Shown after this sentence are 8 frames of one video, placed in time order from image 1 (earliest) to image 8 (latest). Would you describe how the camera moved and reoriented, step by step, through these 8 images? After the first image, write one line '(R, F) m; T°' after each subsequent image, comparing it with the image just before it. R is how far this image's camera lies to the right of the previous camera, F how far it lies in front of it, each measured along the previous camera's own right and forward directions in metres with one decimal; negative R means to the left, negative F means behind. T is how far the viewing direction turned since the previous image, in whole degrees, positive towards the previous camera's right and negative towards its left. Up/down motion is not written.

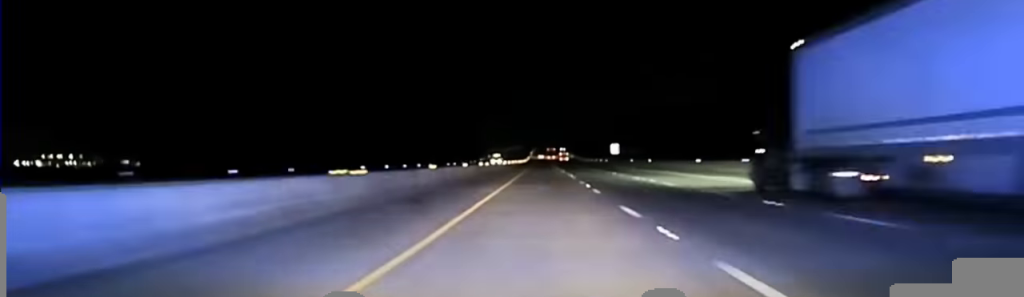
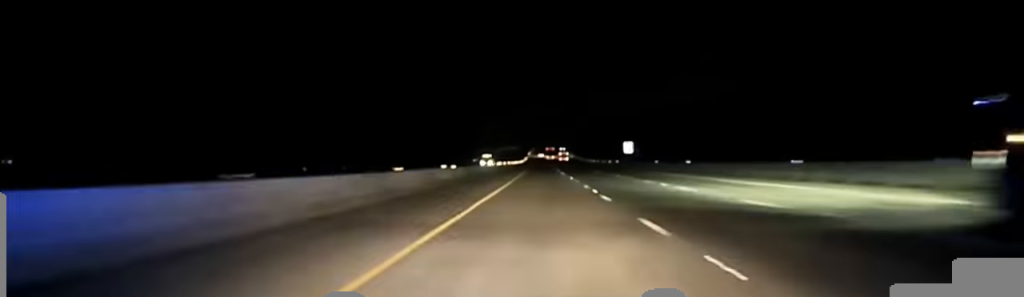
(0.0, +32.5) m; 0°
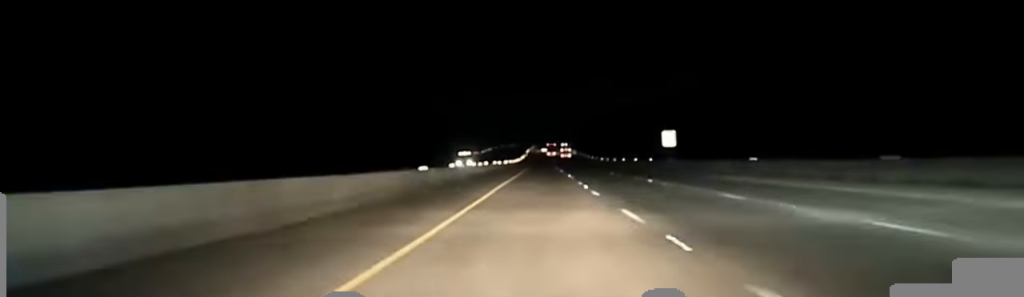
(+0.1, +49.8) m; 0°
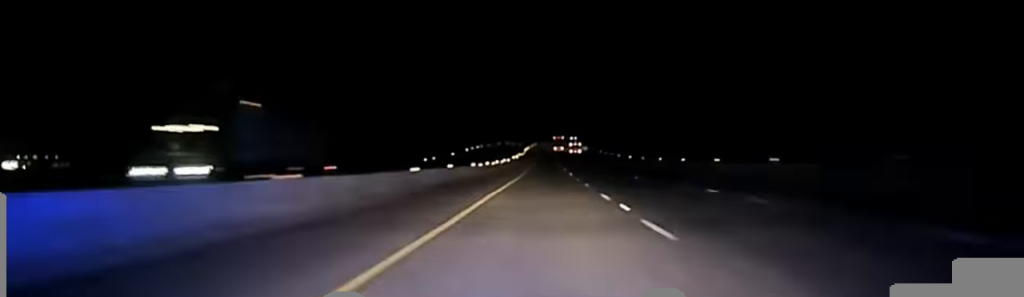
(-0.2, +83.5) m; -1°
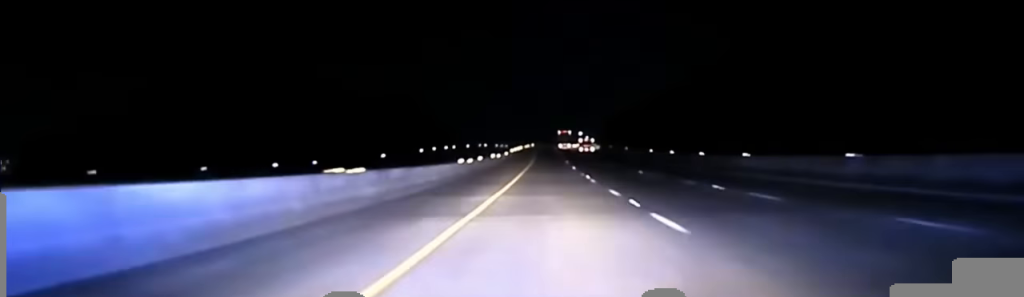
(+0.4, +91.4) m; +1°
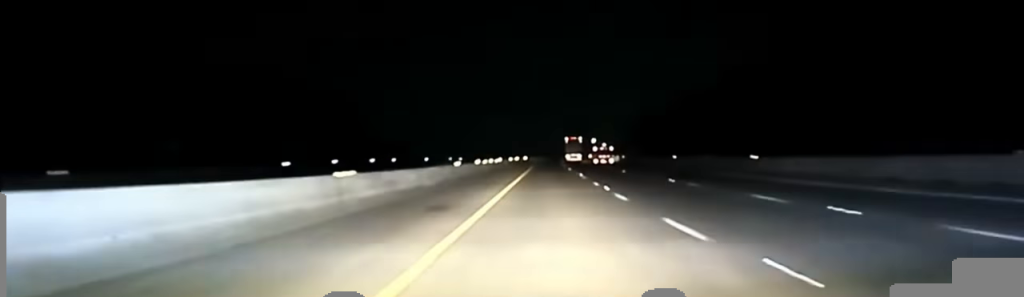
(-0.2, +86.2) m; 0°
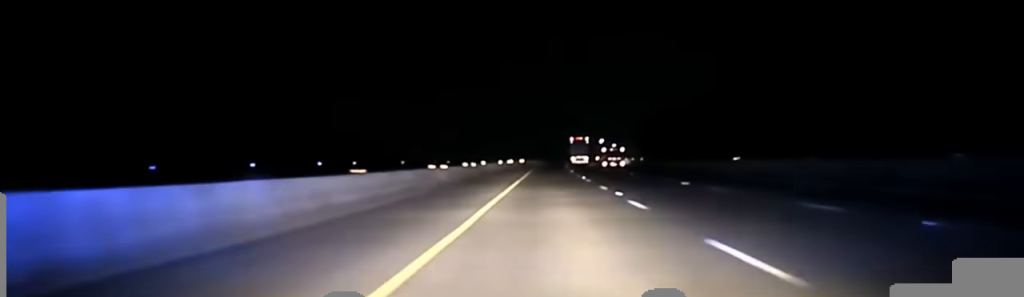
(0.0, +29.8) m; 0°
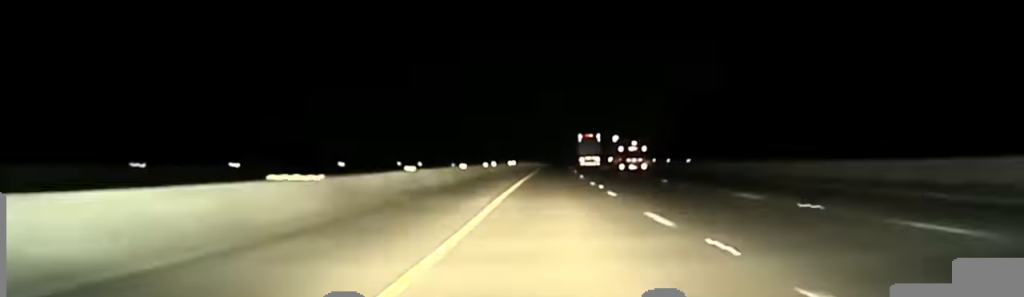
(+0.1, +43.2) m; 0°
